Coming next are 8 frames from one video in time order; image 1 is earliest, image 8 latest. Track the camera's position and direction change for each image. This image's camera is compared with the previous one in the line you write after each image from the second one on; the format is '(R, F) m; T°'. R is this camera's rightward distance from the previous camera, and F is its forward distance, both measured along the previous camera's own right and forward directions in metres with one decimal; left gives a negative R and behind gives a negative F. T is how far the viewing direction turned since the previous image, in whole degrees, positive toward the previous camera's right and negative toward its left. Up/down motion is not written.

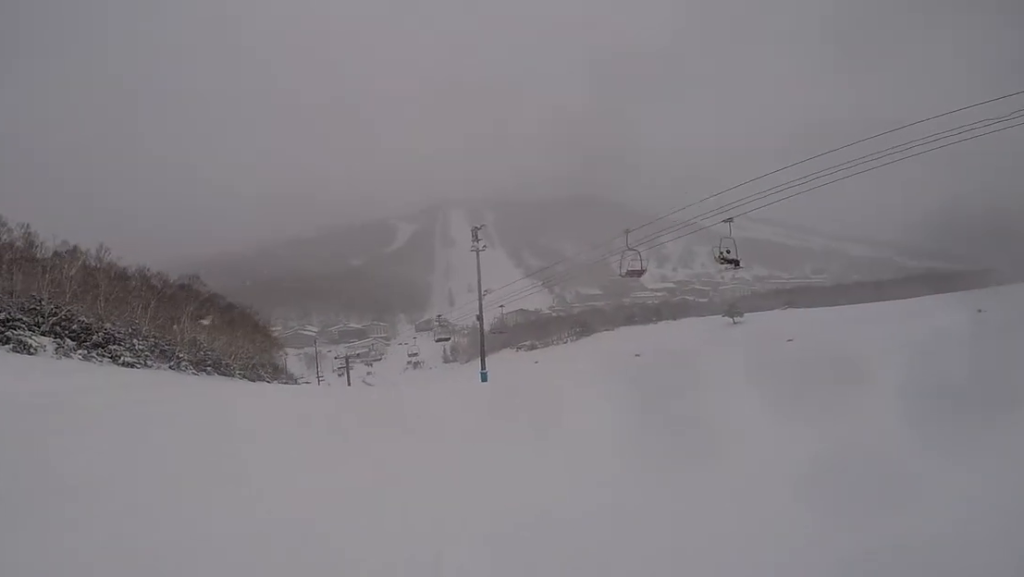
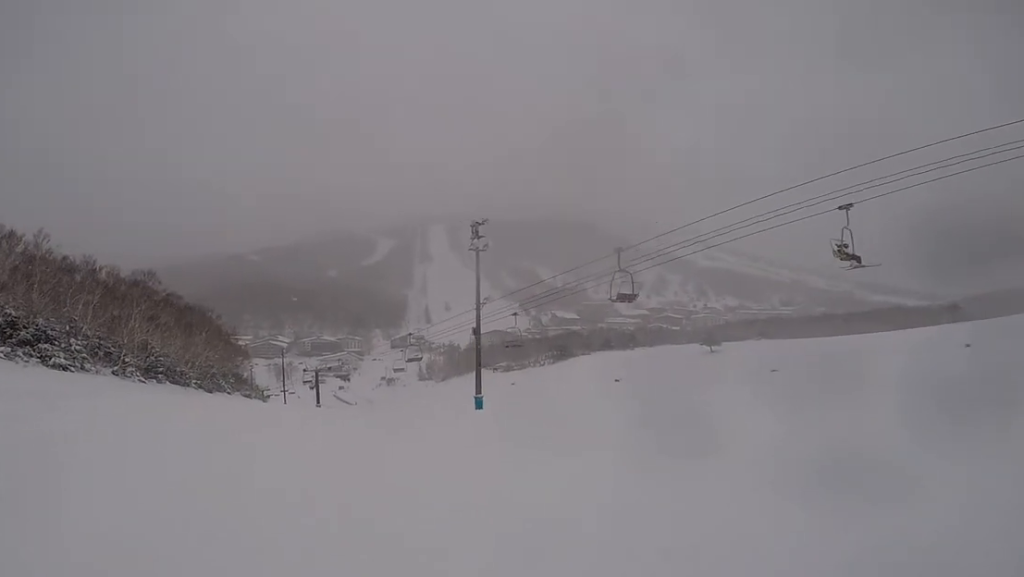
(-0.1, +4.9) m; -5°
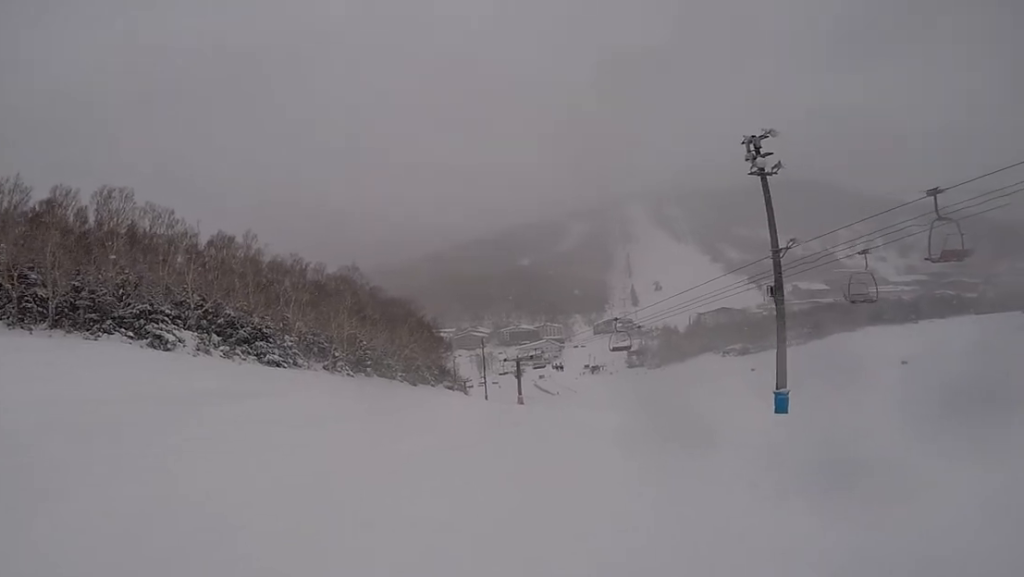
(-0.4, +5.9) m; -8°
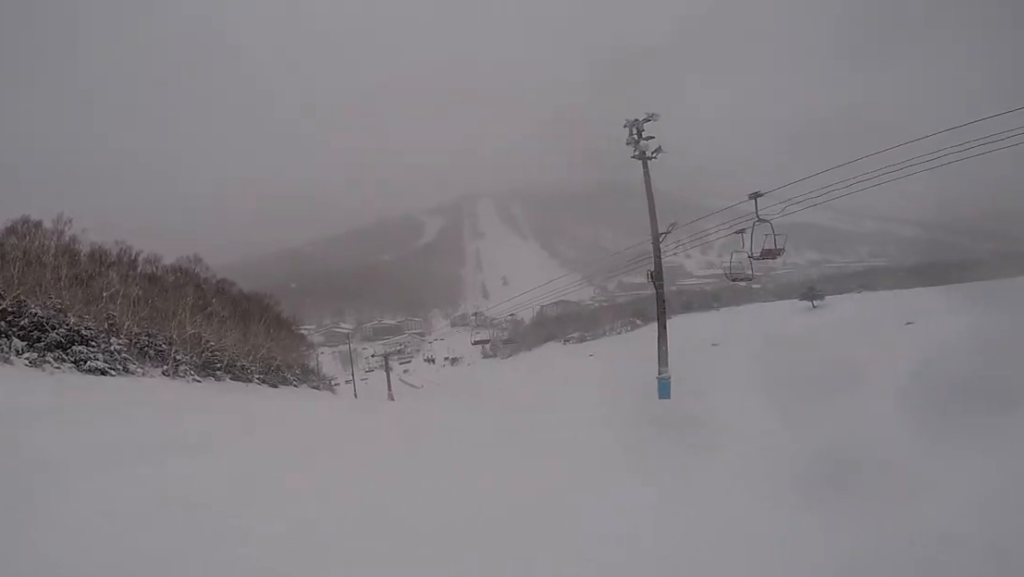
(-0.1, +2.3) m; +3°
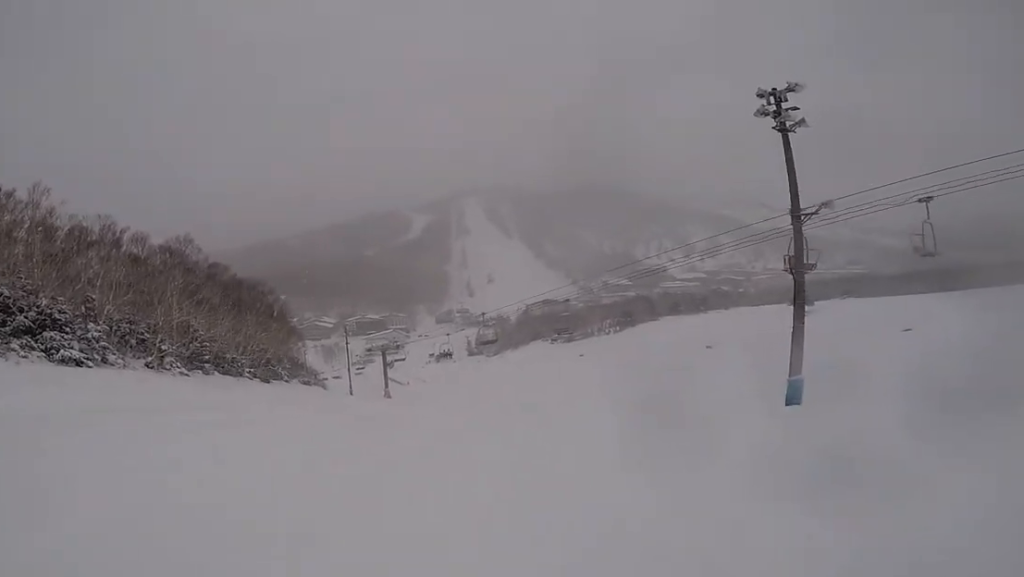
(+0.4, +4.9) m; +12°
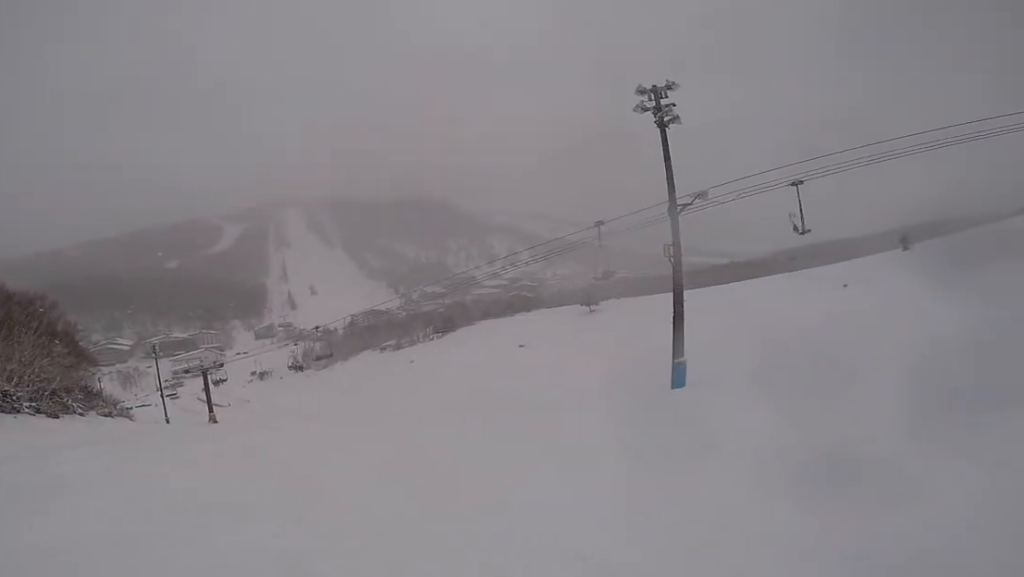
(+0.3, +3.5) m; +7°
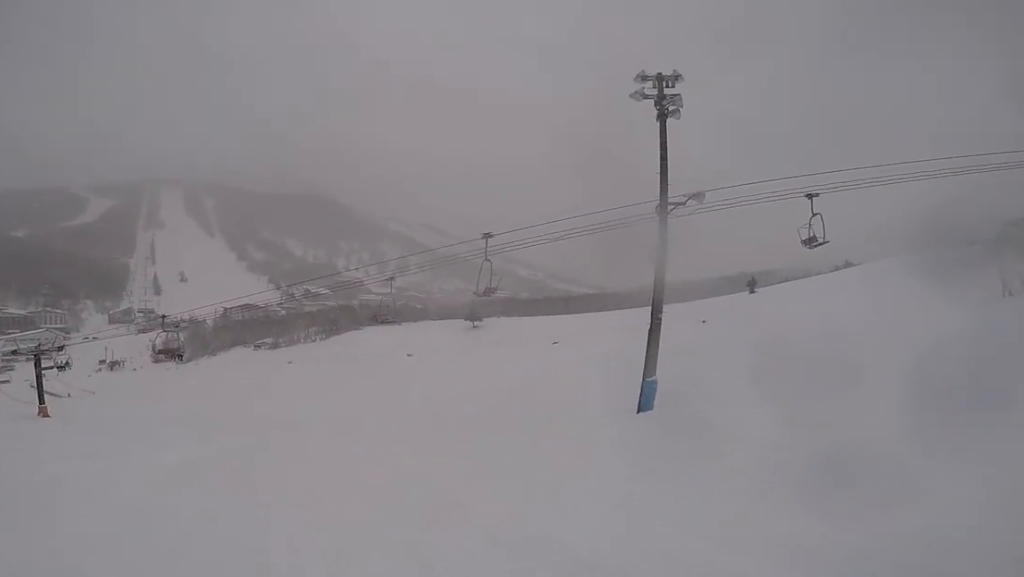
(+0.3, +4.9) m; +8°
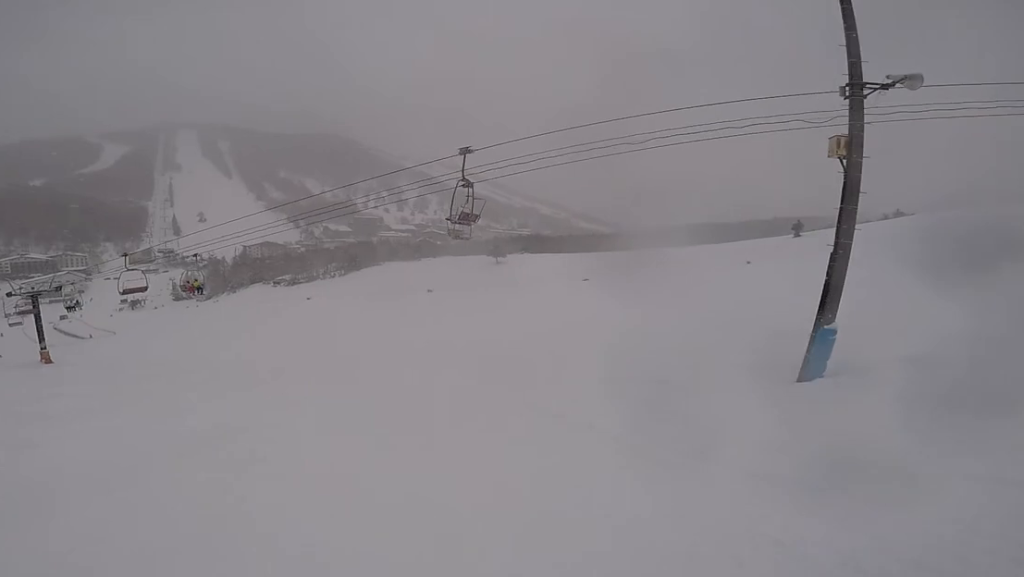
(+0.4, +5.9) m; +4°
